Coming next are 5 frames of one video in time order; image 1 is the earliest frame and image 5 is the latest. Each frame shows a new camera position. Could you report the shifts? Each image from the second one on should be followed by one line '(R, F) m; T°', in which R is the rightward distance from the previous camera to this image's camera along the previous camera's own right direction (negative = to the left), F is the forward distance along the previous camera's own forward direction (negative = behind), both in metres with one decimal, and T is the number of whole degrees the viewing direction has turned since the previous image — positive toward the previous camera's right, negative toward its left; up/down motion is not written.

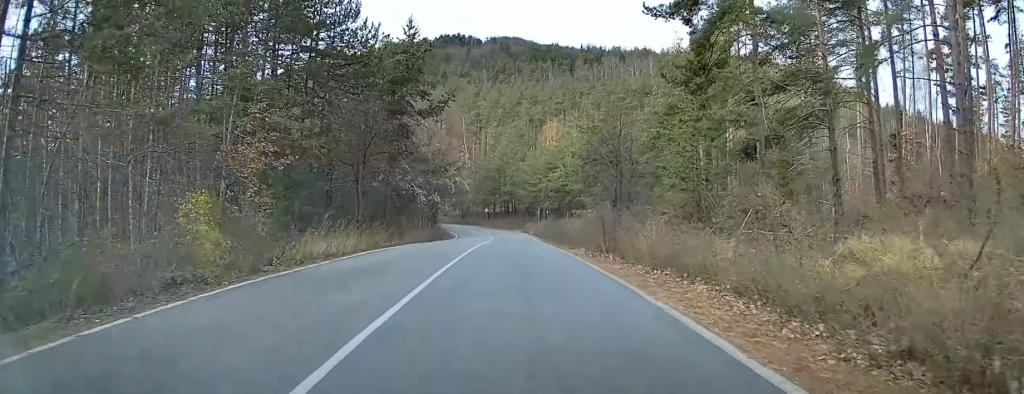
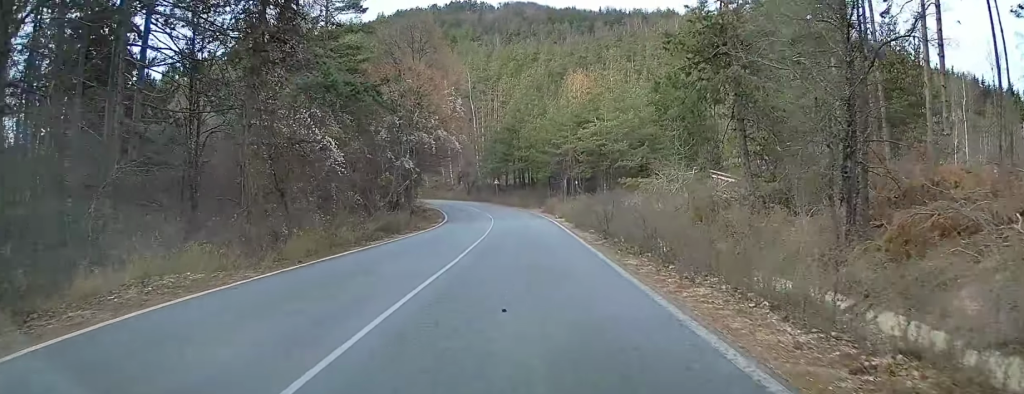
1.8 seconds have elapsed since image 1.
(-1.8, +24.5) m; -5°
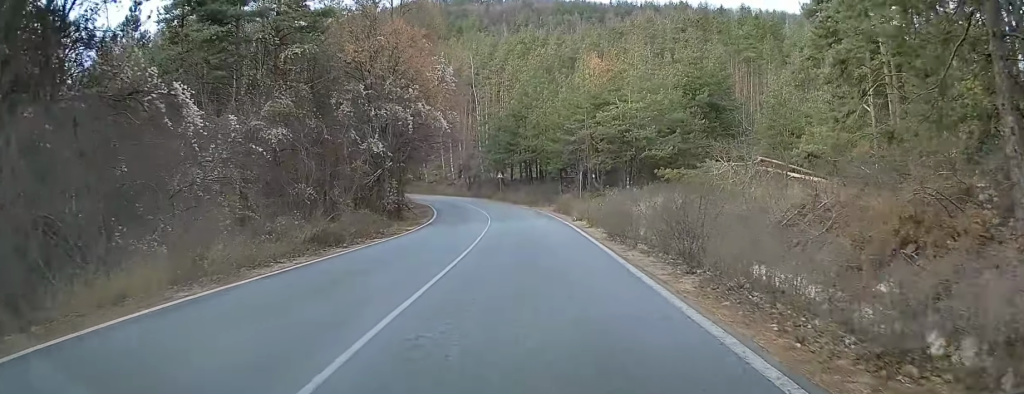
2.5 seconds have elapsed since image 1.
(0.0, +10.1) m; +2°
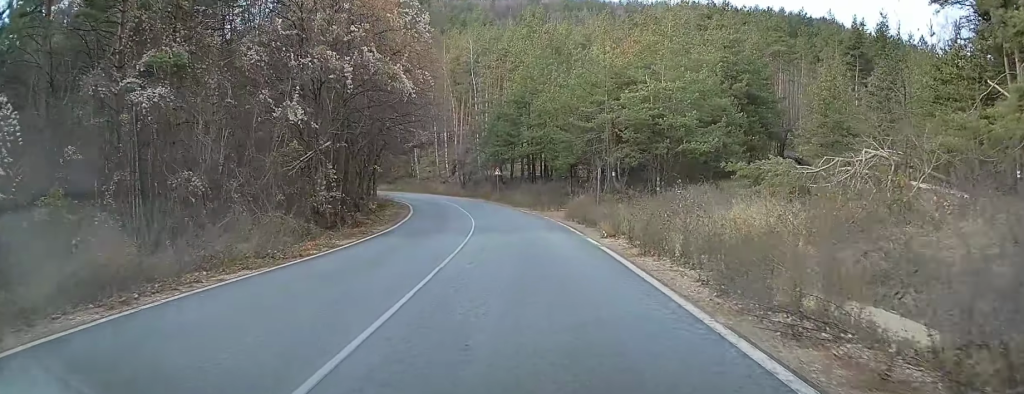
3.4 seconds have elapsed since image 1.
(+0.4, +11.3) m; 0°
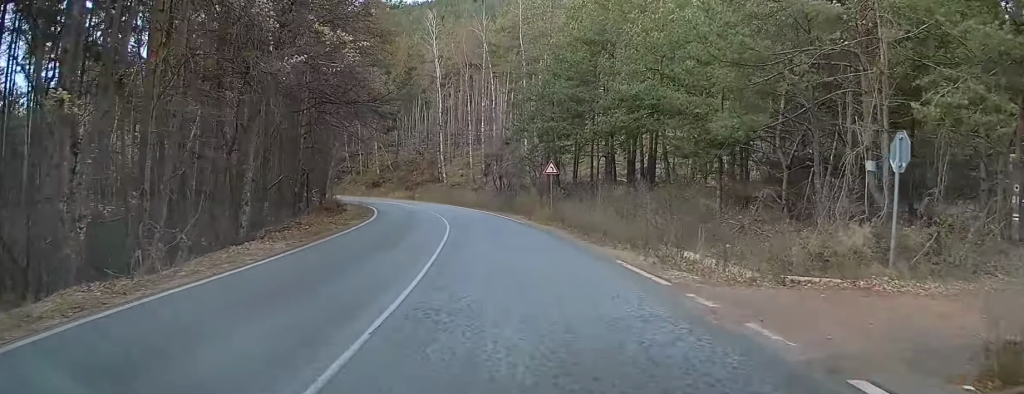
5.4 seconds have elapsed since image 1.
(-1.4, +28.5) m; -7°
